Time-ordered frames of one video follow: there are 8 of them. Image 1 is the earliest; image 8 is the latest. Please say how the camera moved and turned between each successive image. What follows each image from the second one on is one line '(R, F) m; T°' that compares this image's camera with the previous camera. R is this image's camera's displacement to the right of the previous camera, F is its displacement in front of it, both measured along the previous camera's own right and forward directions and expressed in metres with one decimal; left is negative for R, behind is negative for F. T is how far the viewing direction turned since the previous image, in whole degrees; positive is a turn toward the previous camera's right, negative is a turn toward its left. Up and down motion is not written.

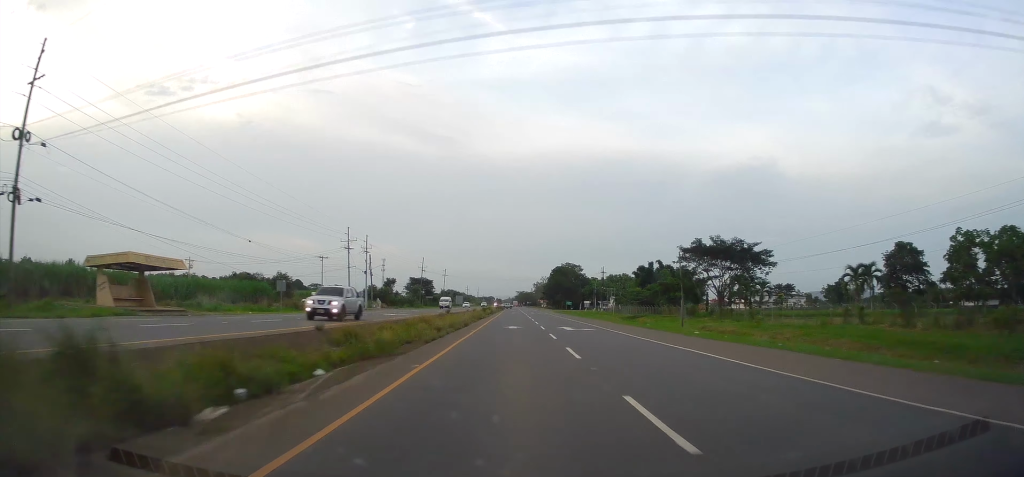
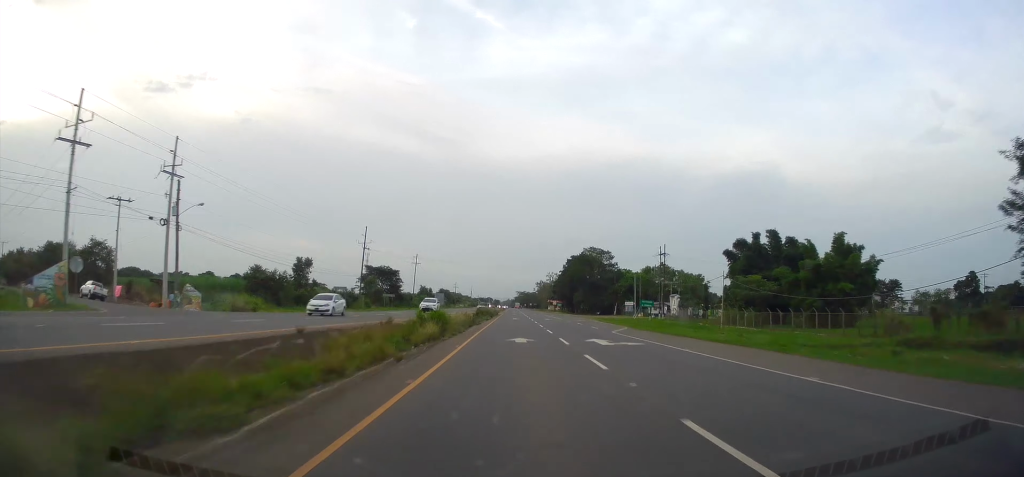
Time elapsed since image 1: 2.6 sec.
(-0.3, +69.9) m; 0°
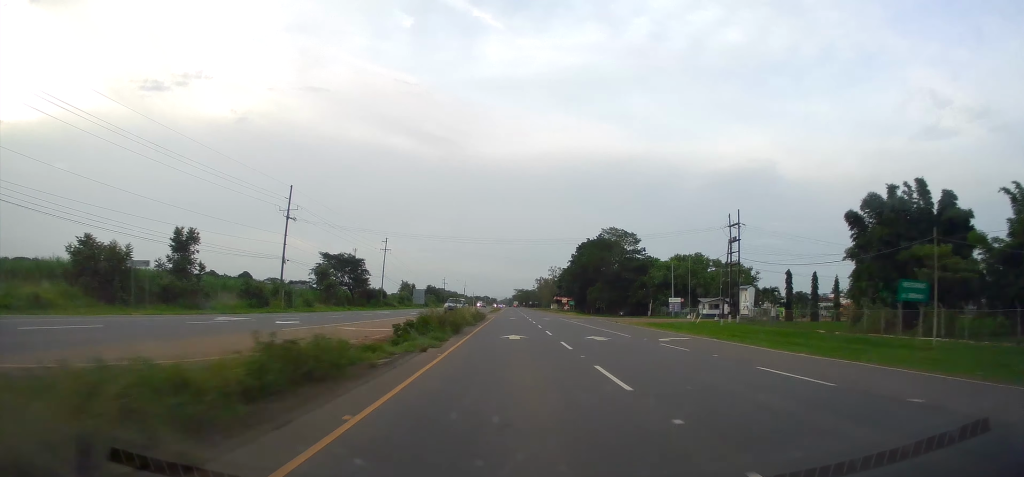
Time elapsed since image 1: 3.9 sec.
(-0.4, +36.2) m; 0°
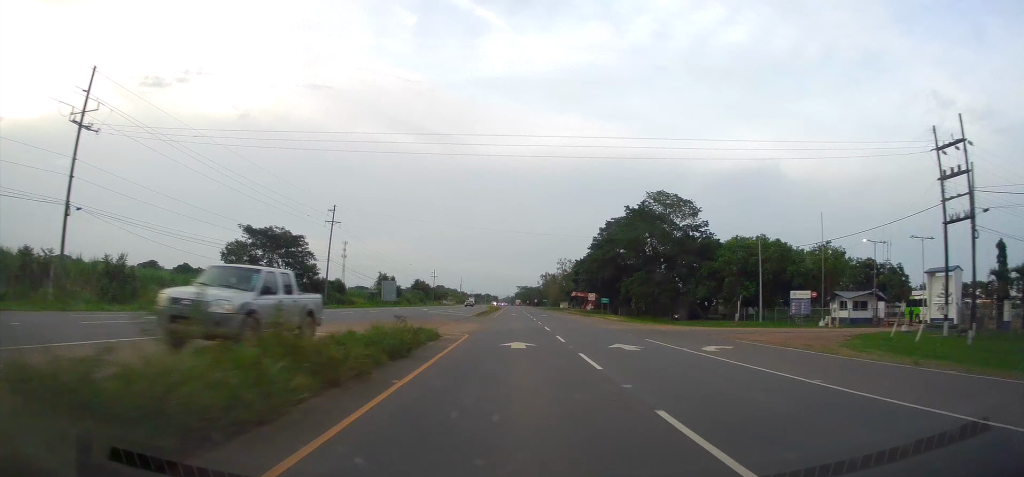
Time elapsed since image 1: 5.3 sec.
(+0.6, +38.8) m; 0°
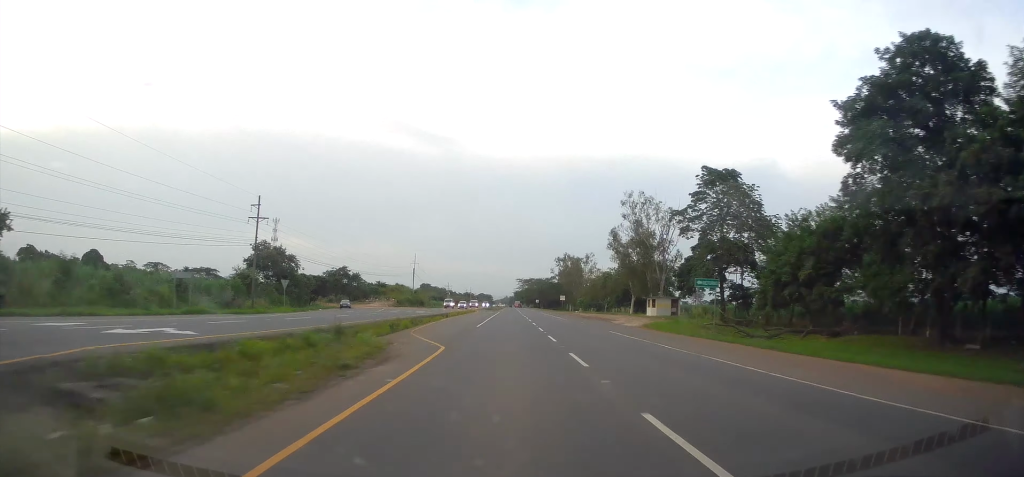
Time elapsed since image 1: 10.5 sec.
(-1.4, +142.4) m; 0°
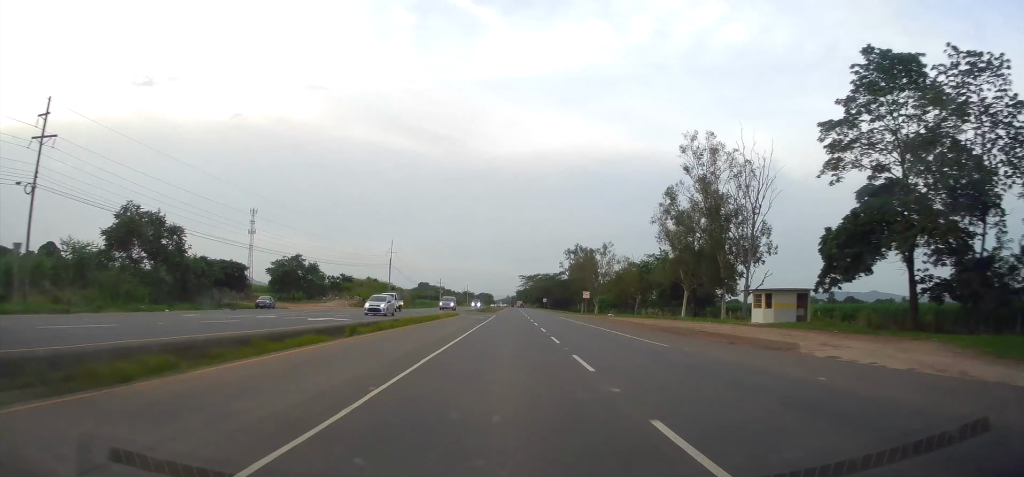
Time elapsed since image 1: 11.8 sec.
(+0.6, +34.6) m; 0°
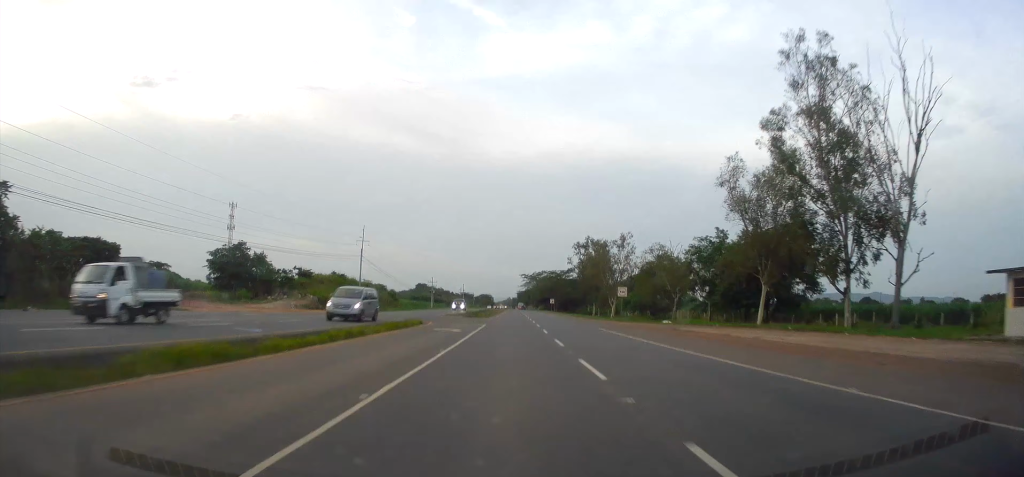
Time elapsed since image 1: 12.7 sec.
(-0.1, +25.3) m; 0°
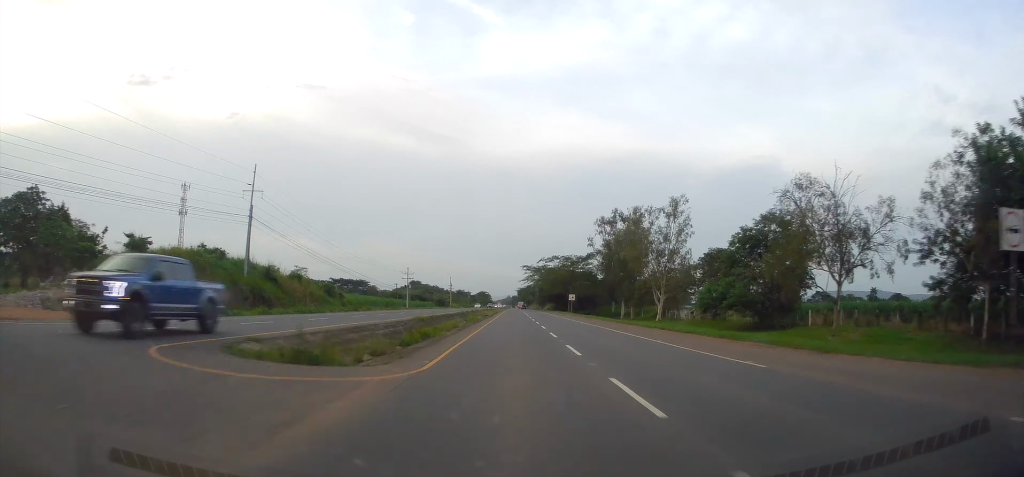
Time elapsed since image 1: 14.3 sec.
(-0.3, +45.9) m; 0°
